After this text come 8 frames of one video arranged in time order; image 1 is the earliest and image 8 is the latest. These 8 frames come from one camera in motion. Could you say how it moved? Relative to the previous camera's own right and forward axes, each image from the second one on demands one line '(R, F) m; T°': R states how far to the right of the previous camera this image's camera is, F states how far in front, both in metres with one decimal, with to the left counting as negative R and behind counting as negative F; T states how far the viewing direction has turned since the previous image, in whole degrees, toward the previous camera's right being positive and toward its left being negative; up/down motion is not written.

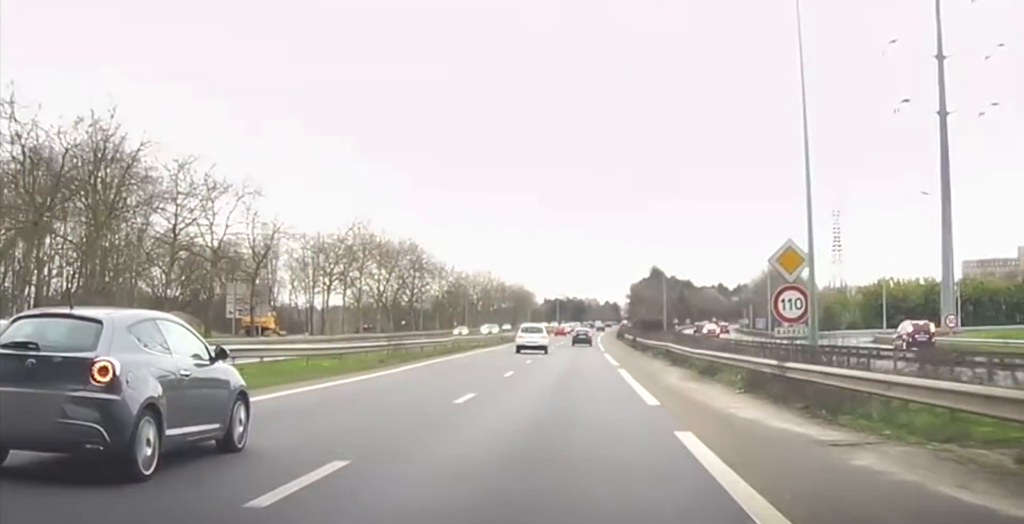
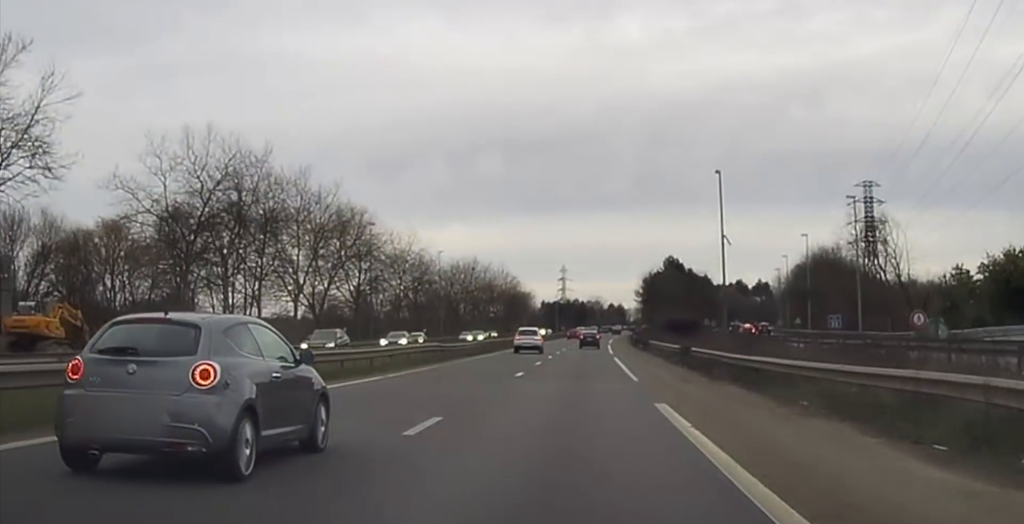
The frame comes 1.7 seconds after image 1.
(0.0, +44.1) m; 0°
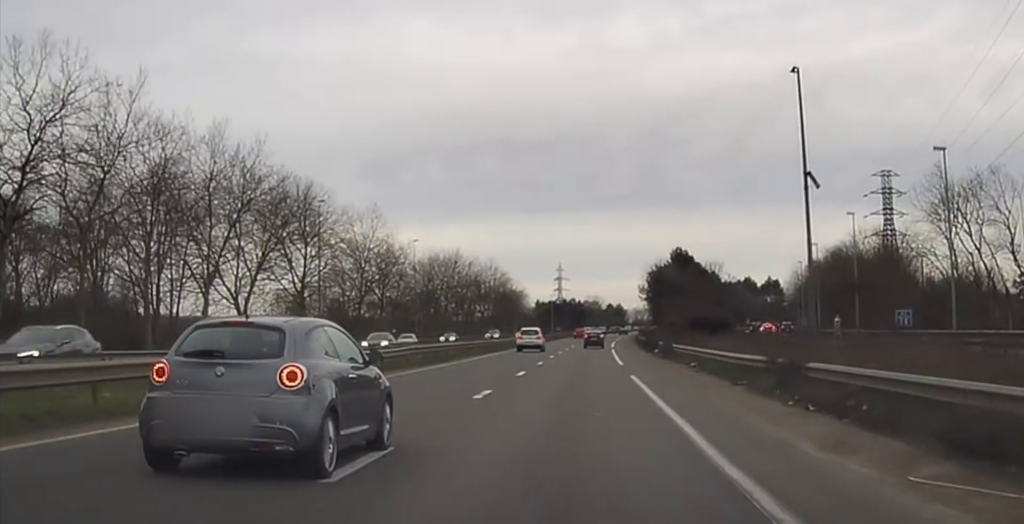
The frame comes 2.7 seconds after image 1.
(0.0, +24.7) m; -1°
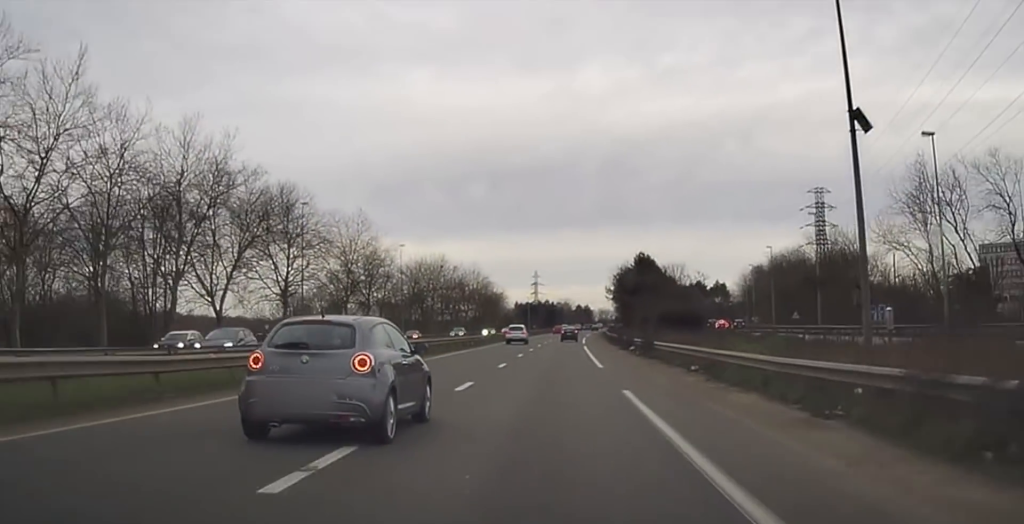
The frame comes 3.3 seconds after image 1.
(0.0, +15.4) m; -1°
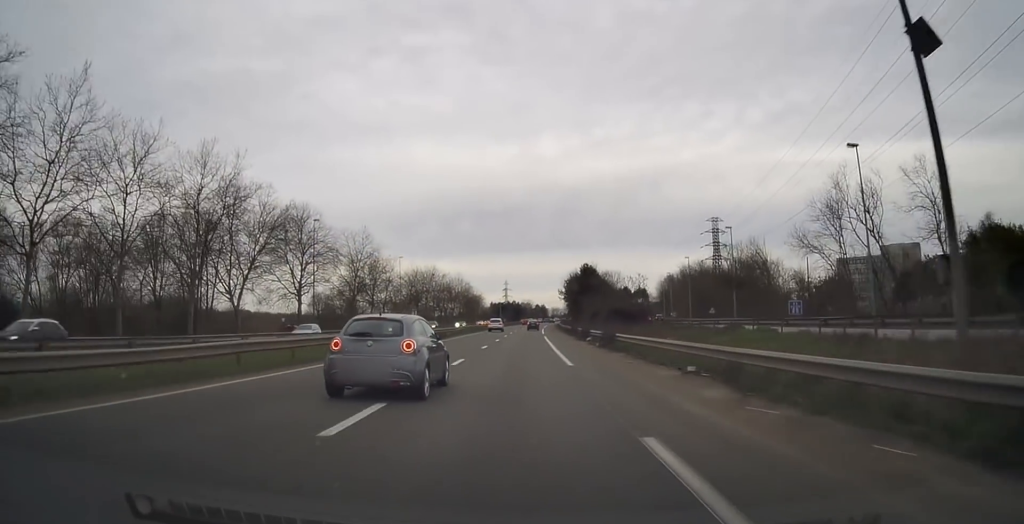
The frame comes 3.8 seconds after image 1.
(-0.3, +12.4) m; 0°
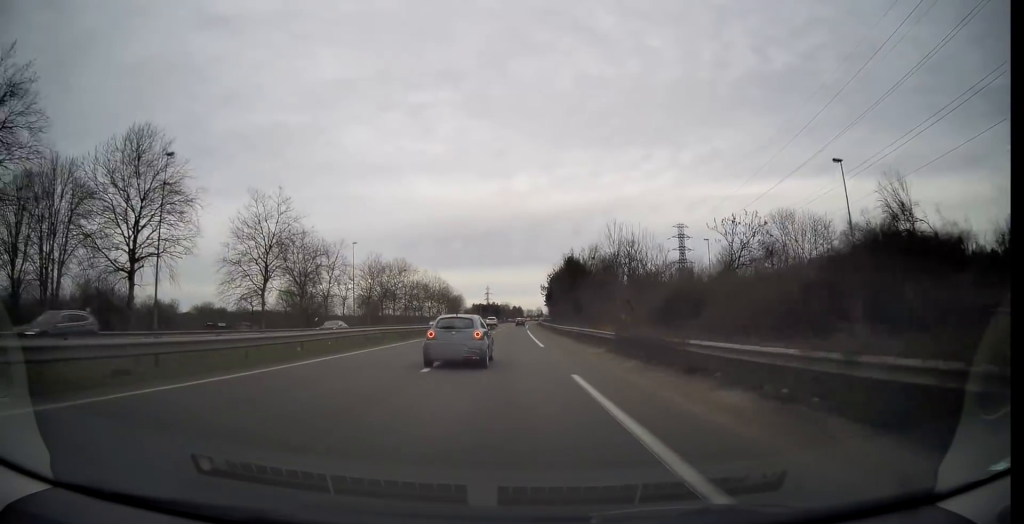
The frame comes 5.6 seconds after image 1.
(-0.3, +48.0) m; 0°
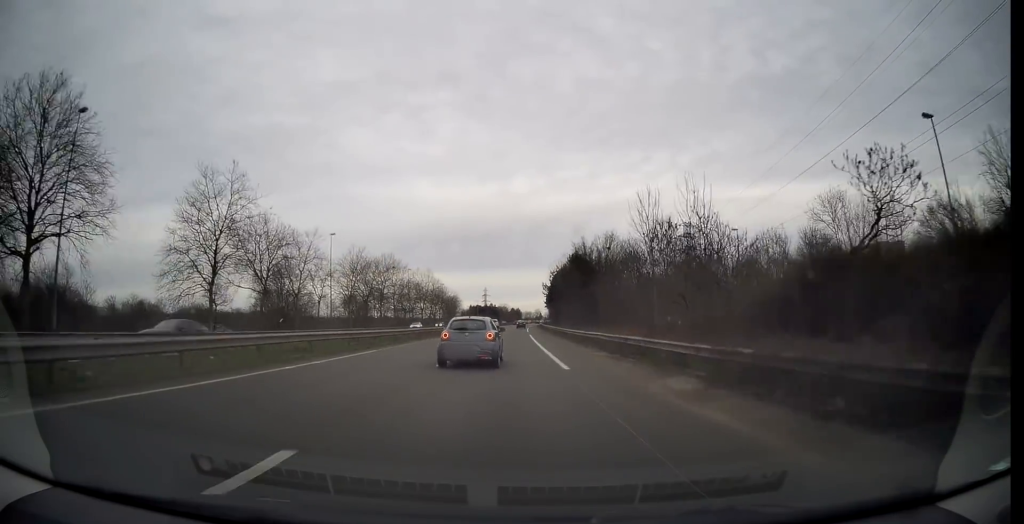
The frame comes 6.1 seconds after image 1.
(-0.1, +11.0) m; 0°
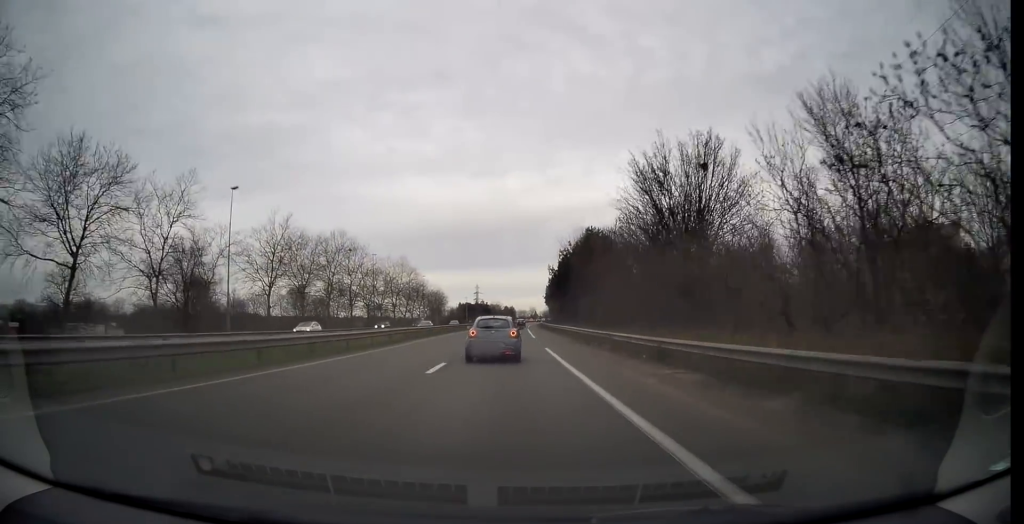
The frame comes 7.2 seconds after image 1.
(+0.2, +27.8) m; +1°
